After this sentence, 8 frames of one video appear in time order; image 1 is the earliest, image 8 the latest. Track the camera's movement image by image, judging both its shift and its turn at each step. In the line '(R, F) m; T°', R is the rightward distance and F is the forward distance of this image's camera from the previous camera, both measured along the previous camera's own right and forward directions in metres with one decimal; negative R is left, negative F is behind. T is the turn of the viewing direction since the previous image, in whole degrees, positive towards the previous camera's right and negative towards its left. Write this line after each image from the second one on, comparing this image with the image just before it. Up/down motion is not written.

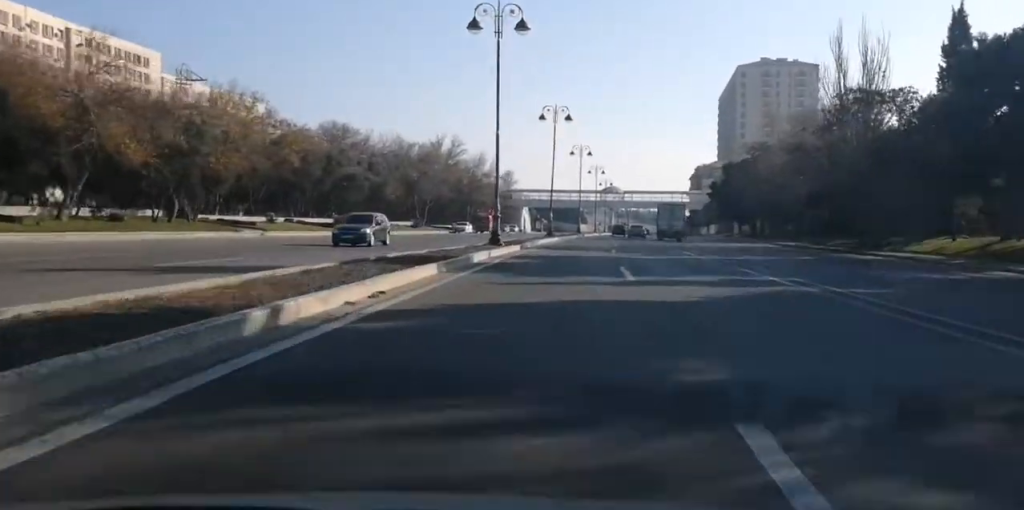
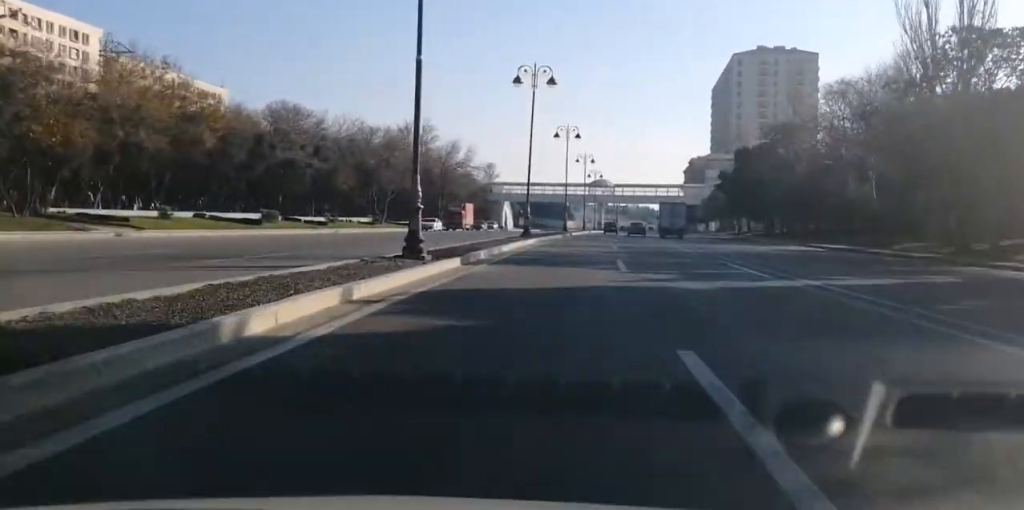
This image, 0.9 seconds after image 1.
(+0.6, +17.0) m; +2°
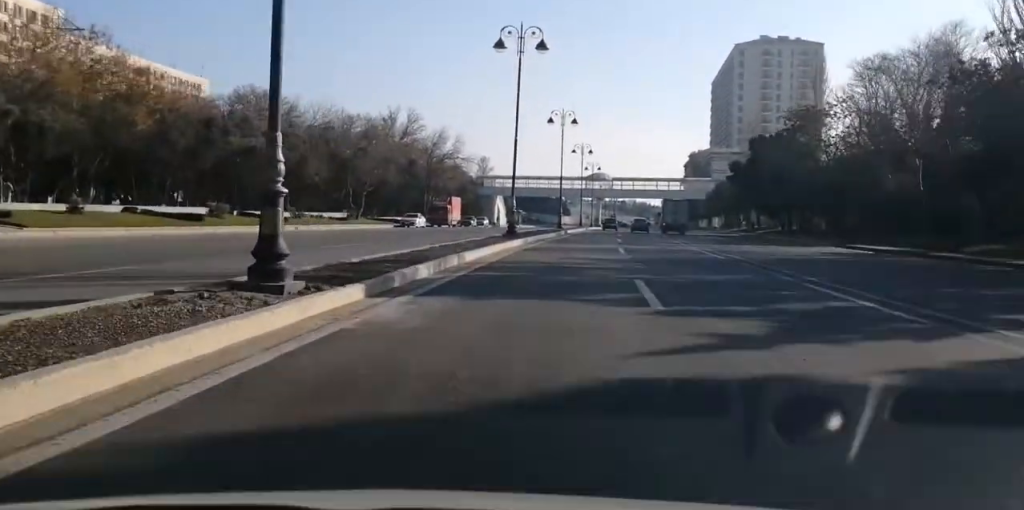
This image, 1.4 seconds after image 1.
(0.0, +10.3) m; 0°
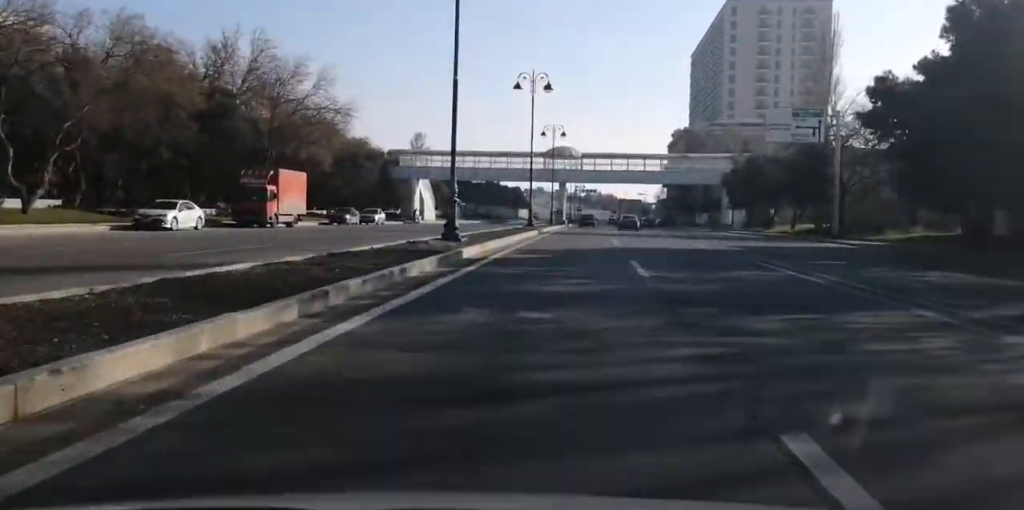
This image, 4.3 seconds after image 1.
(+0.2, +53.0) m; +2°
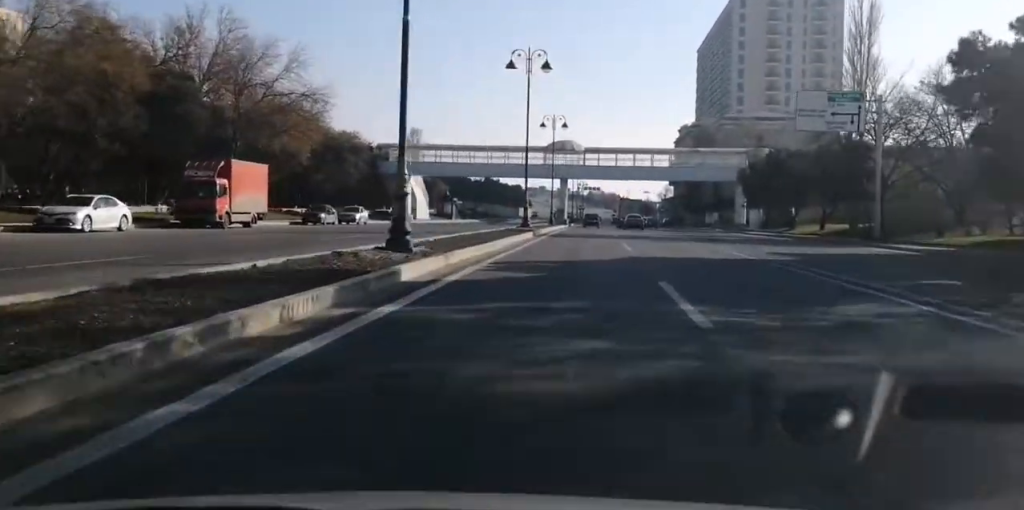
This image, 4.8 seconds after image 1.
(+0.3, +7.8) m; +1°
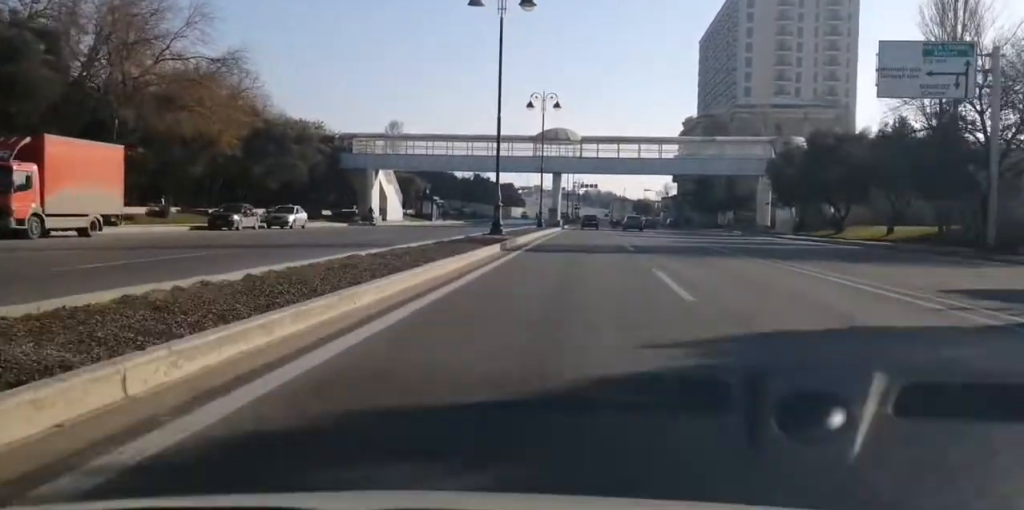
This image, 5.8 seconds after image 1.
(-0.3, +17.3) m; -2°
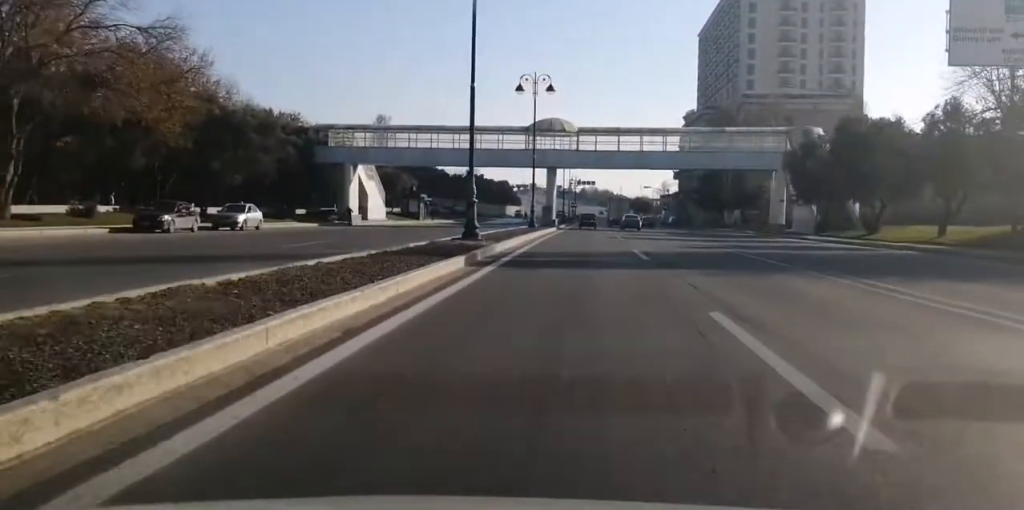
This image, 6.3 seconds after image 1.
(-0.1, +8.2) m; 0°
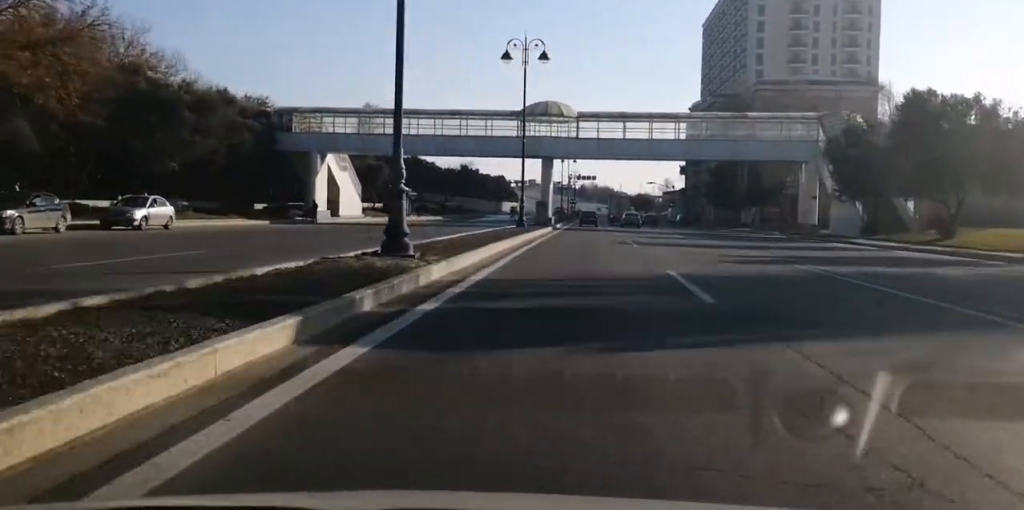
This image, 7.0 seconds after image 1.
(-0.1, +11.4) m; 0°
